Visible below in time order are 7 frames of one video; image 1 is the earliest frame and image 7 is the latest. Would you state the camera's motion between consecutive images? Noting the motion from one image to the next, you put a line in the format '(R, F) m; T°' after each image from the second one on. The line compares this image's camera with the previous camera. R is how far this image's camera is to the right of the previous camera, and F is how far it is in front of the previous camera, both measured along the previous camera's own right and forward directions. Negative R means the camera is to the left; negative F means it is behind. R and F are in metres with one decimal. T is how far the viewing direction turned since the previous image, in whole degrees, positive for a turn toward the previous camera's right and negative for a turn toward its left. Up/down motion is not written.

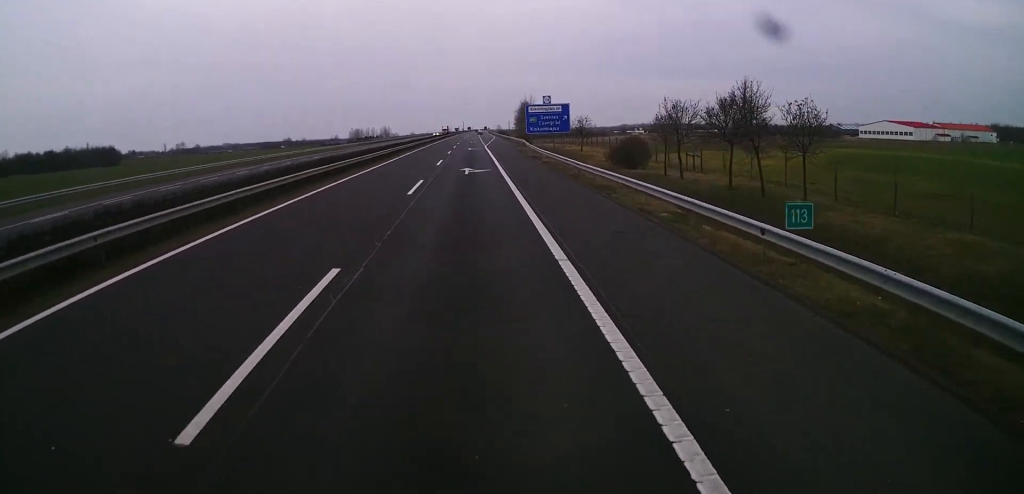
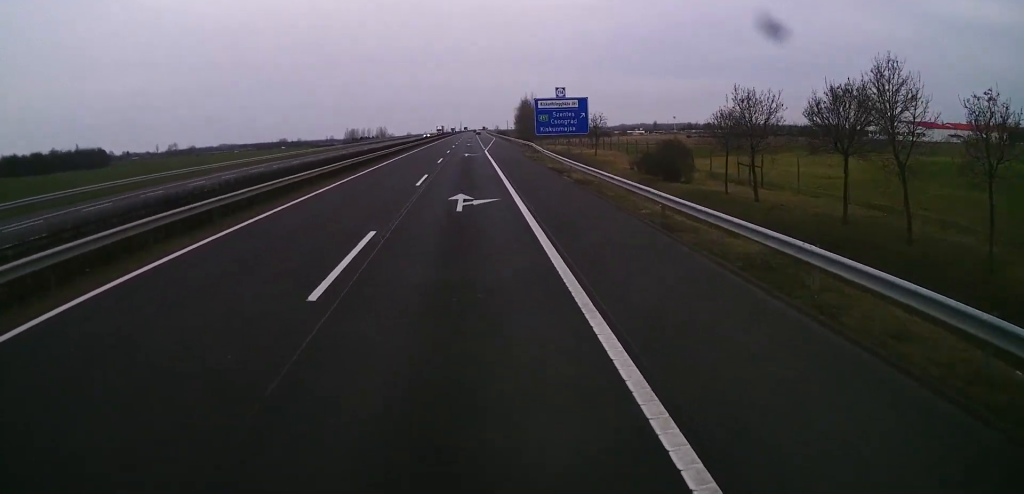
(0.0, +13.8) m; 0°
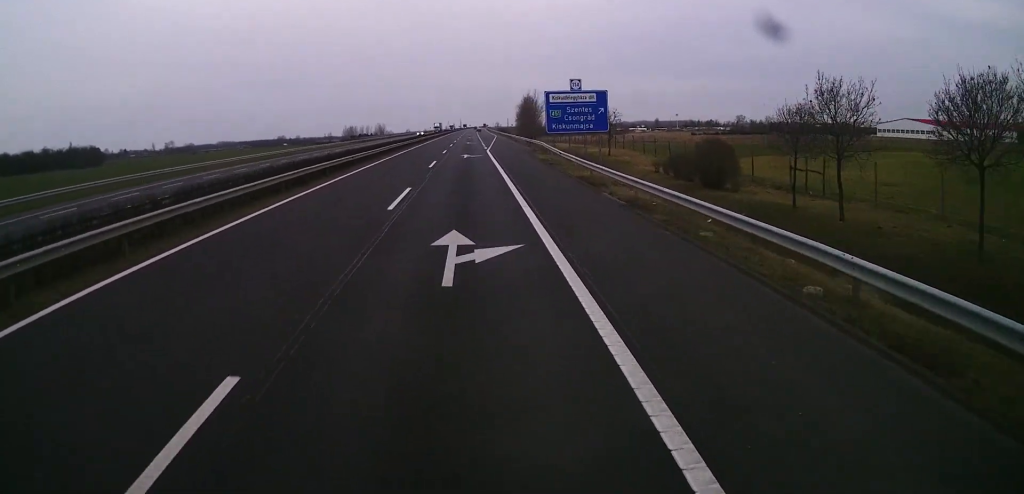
(-0.1, +9.2) m; 0°
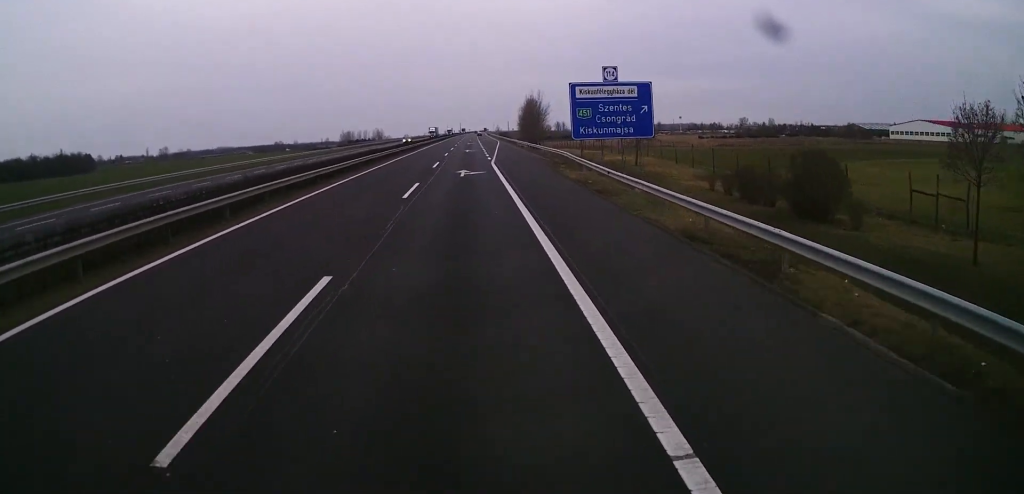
(-0.1, +13.8) m; 0°
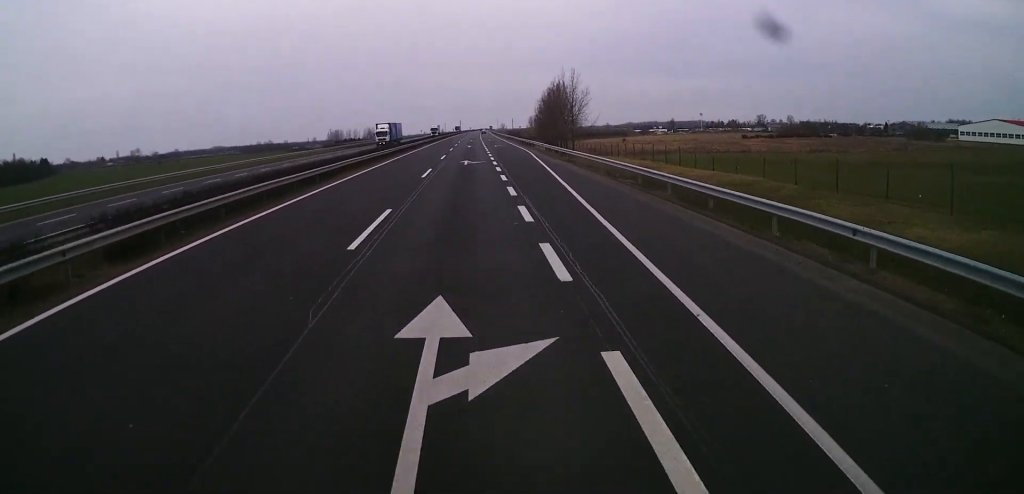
(+0.8, +64.2) m; +1°
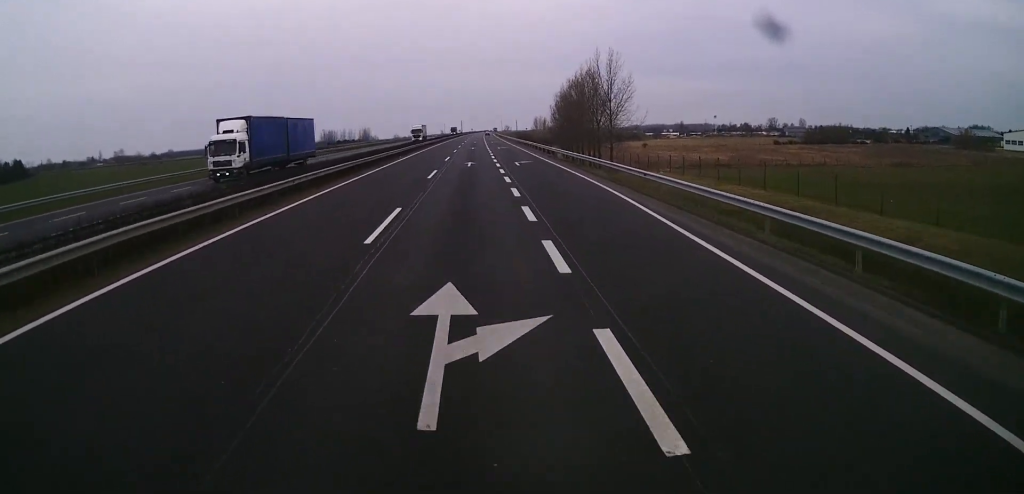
(-0.6, +35.3) m; -1°
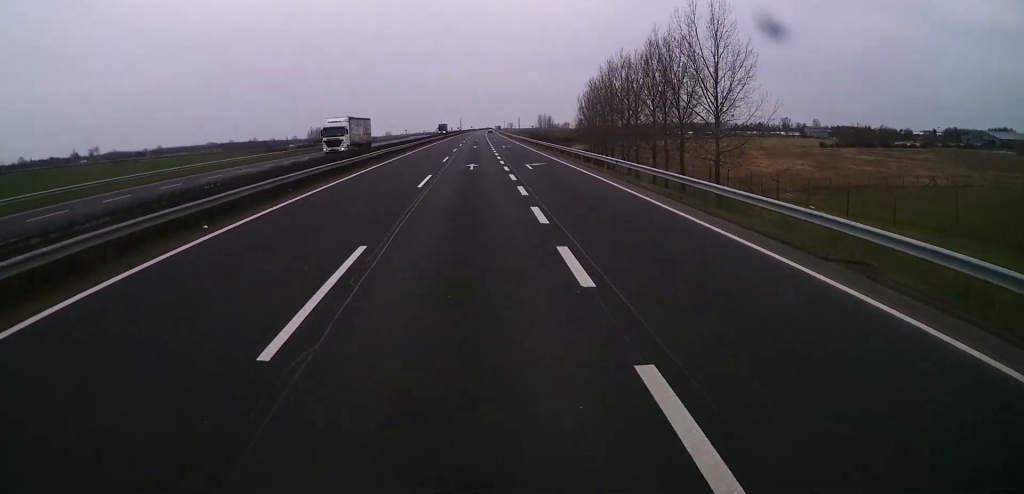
(0.0, +44.1) m; 0°
